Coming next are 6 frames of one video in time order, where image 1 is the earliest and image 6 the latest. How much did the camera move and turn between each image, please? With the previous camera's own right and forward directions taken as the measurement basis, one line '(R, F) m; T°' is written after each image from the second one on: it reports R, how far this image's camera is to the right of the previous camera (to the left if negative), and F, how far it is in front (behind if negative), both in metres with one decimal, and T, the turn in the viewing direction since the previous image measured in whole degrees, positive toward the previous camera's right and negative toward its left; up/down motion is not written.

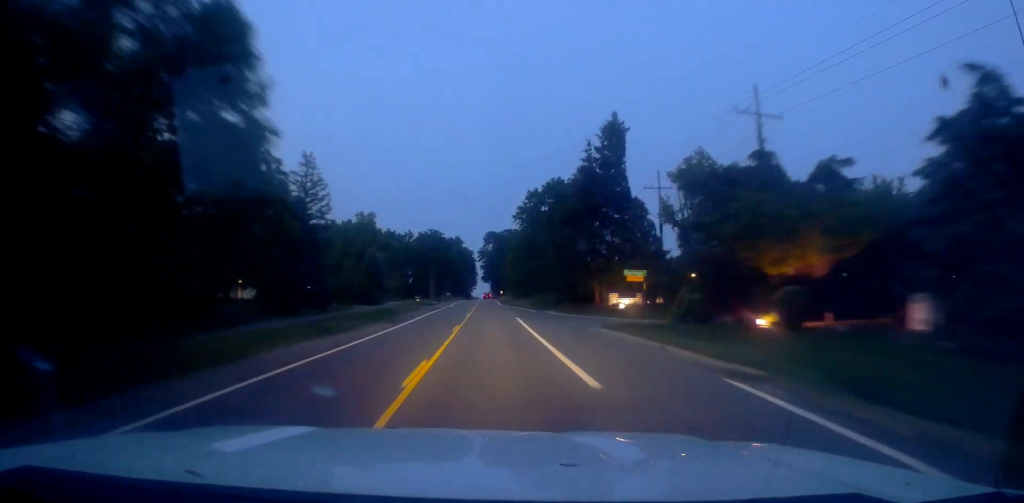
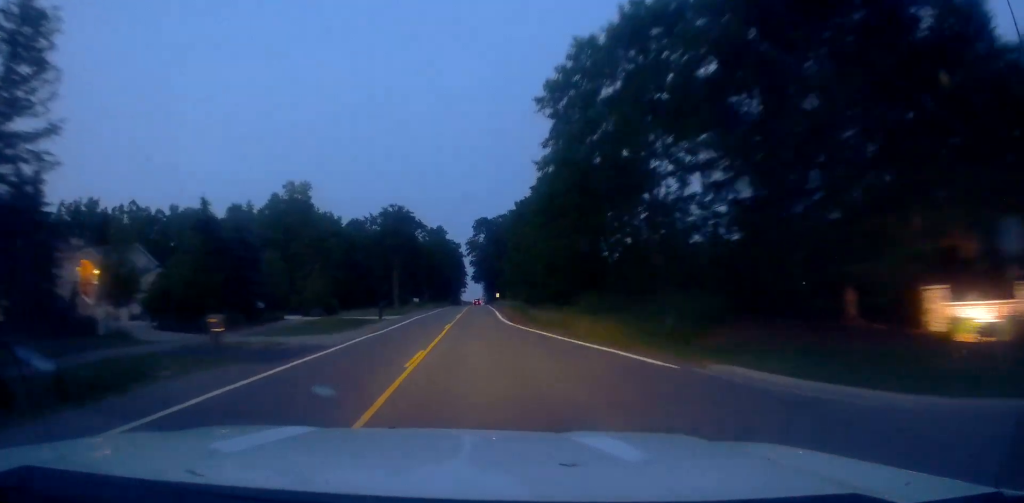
(+0.8, +43.9) m; +1°
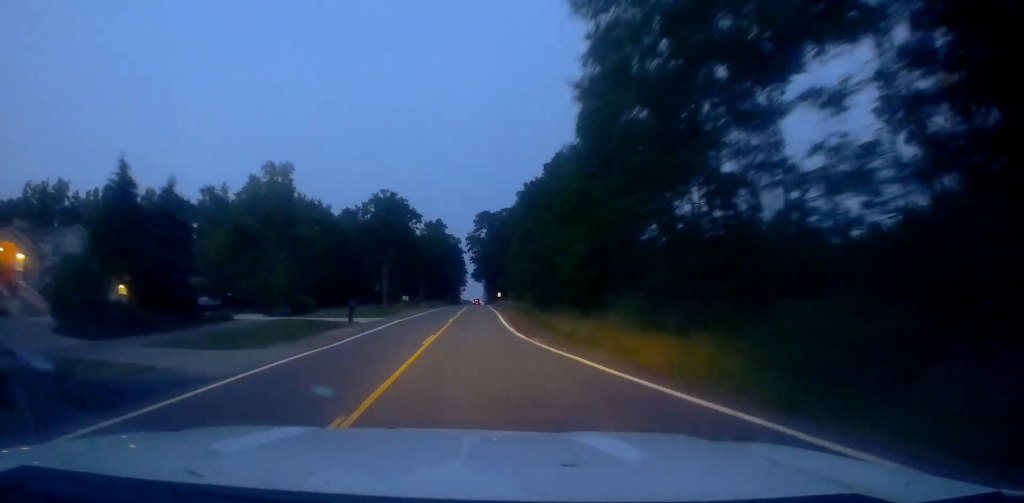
(+0.2, +10.1) m; -1°
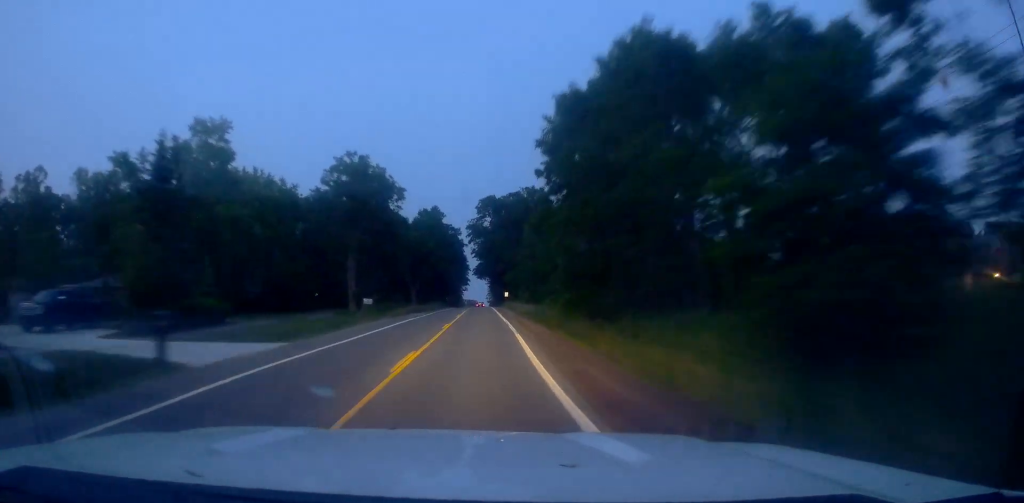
(-0.6, +22.0) m; 0°
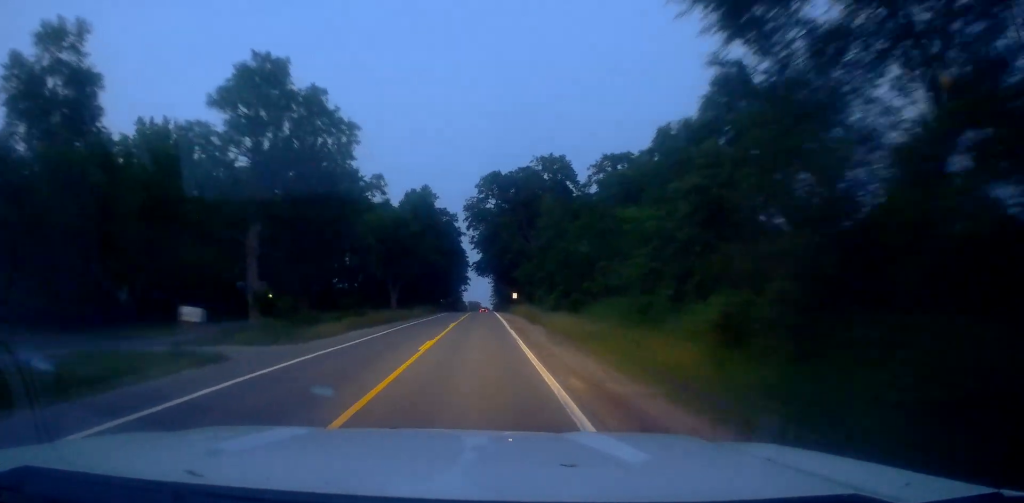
(+0.3, +26.1) m; 0°
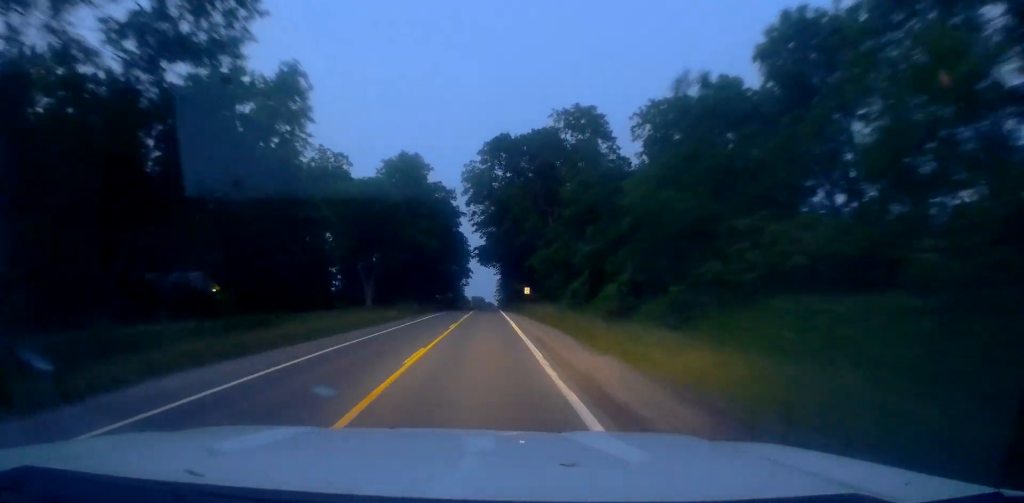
(+0.1, +20.4) m; +1°
